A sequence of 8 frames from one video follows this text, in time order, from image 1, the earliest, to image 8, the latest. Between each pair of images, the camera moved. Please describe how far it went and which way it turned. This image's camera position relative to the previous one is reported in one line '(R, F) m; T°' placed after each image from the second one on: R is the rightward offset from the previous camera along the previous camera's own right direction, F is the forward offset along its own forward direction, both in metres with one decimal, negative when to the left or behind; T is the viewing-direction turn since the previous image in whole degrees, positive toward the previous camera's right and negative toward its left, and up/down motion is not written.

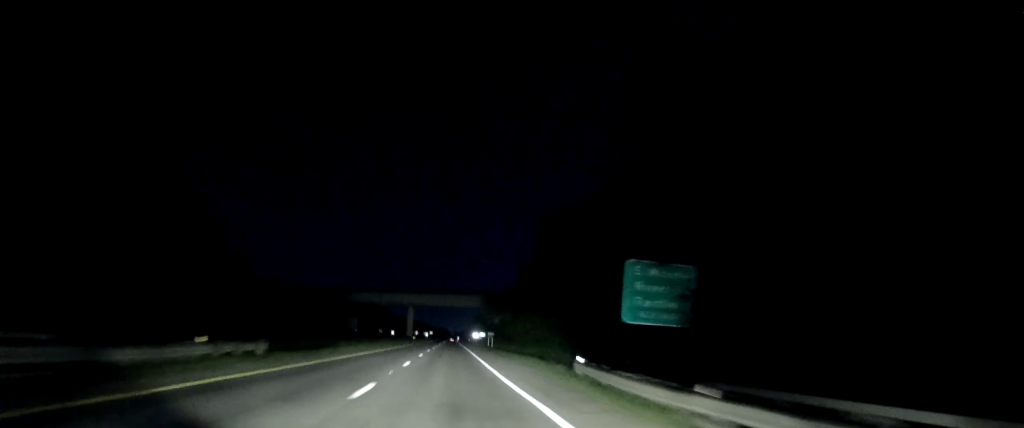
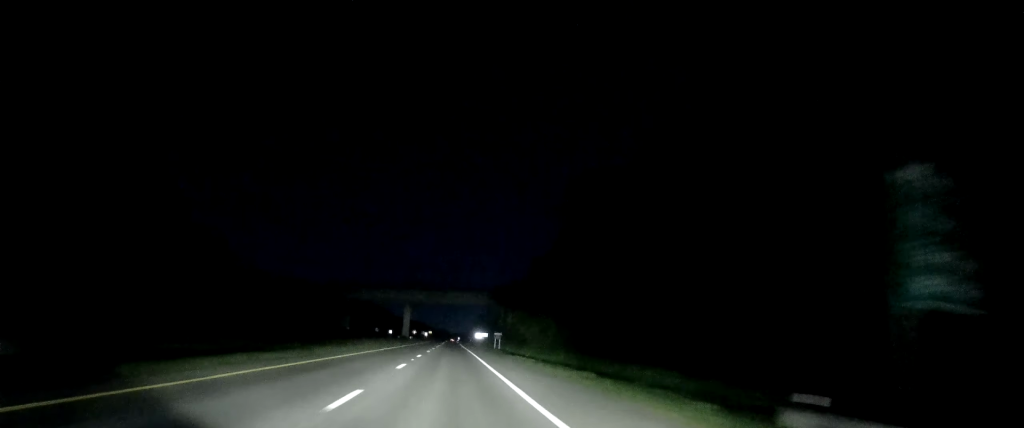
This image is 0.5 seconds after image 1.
(0.0, +14.9) m; 0°
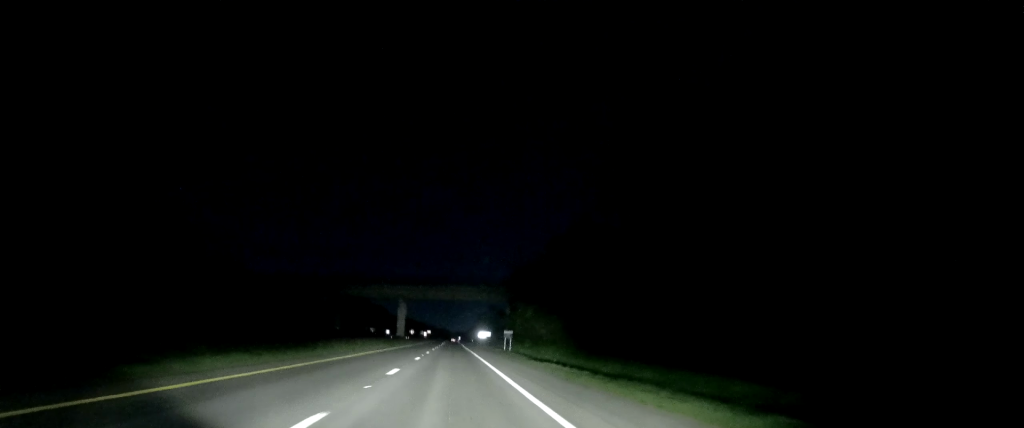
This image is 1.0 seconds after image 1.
(+0.2, +15.7) m; 0°
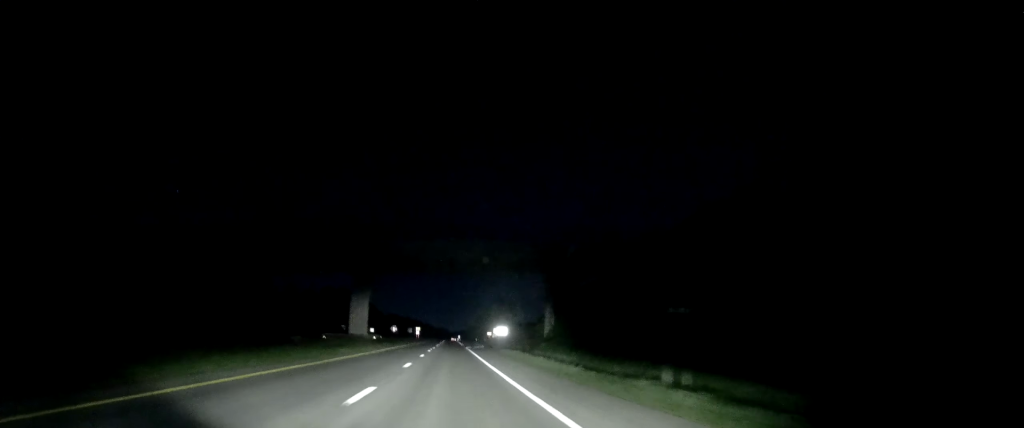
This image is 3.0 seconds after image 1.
(-0.4, +57.1) m; -1°
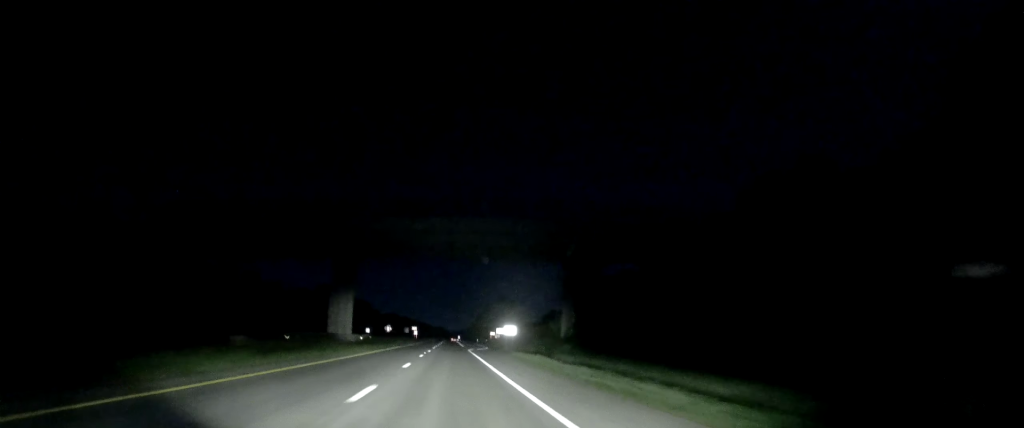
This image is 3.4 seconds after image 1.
(+0.1, +11.8) m; 0°
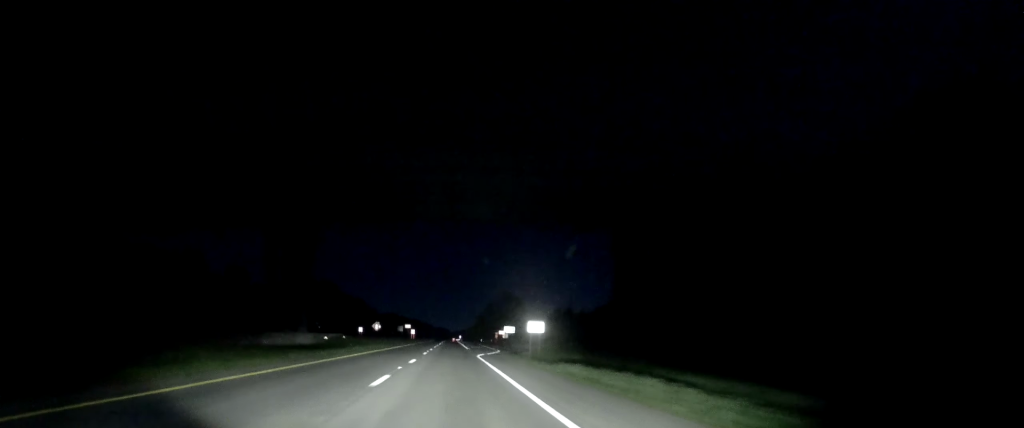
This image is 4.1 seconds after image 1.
(-0.2, +21.0) m; +1°
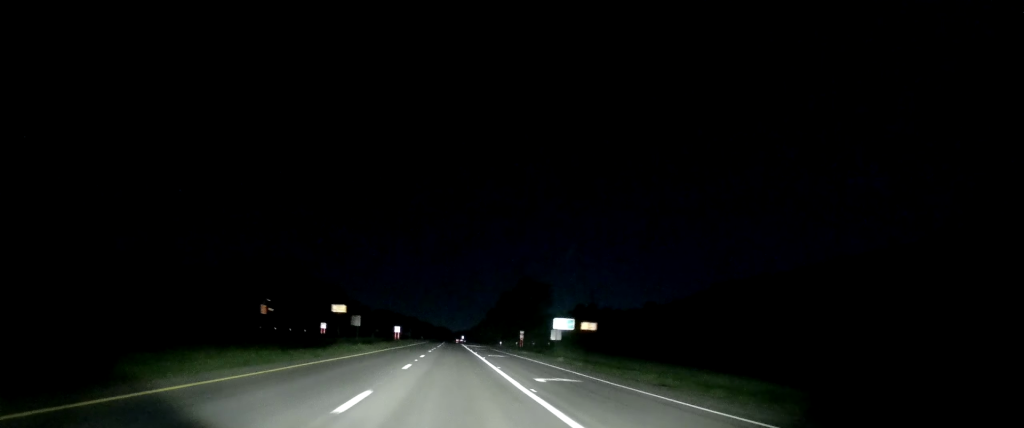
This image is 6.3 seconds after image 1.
(+1.5, +65.8) m; +1°
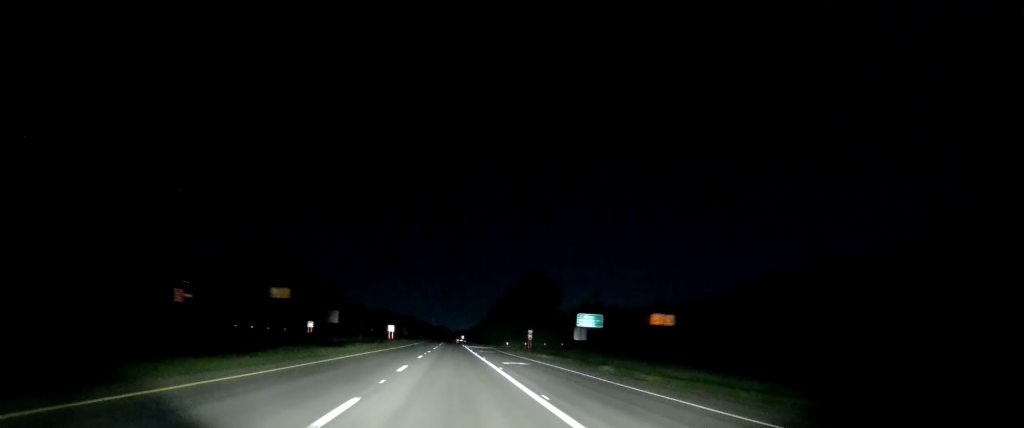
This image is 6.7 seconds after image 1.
(0.0, +13.8) m; 0°
